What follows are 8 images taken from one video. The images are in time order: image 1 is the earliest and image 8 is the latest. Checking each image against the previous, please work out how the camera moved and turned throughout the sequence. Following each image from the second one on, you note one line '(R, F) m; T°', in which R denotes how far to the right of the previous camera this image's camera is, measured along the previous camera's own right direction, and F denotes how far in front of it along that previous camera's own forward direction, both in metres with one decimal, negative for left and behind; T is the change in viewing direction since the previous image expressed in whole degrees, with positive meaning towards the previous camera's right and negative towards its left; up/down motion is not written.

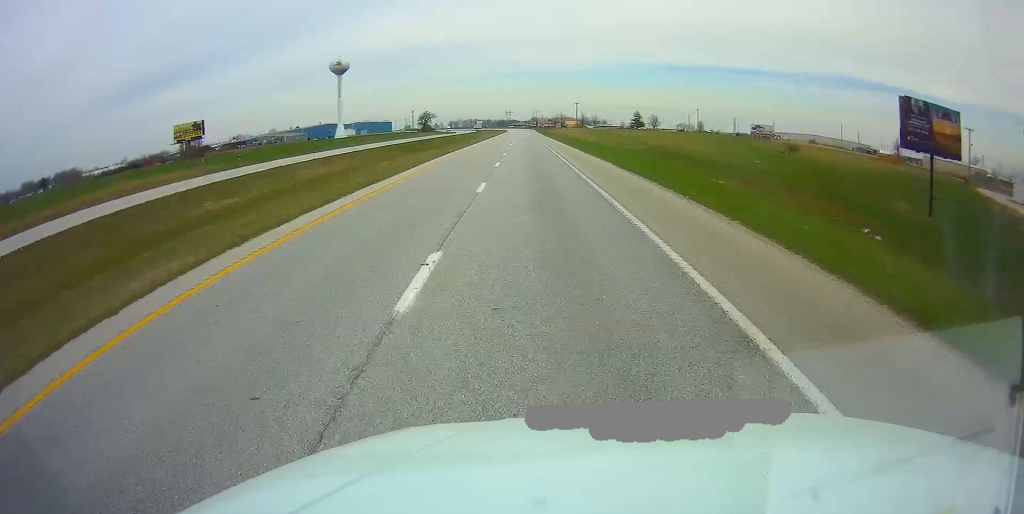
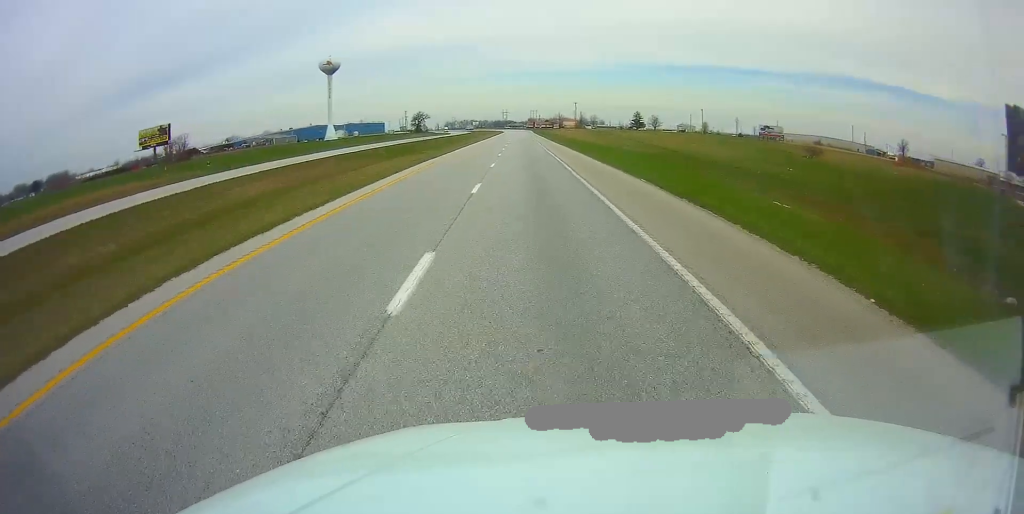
(+0.2, +12.4) m; 0°
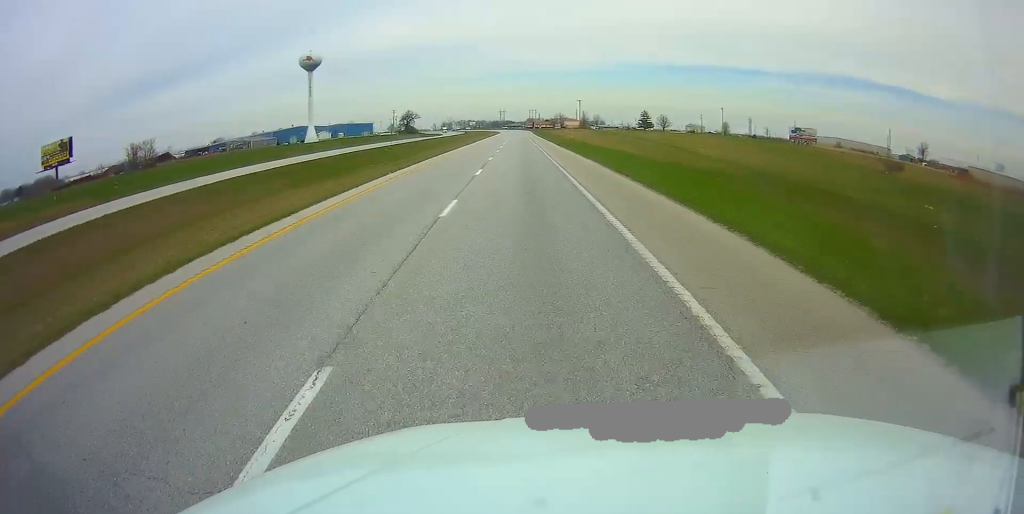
(0.0, +29.8) m; 0°
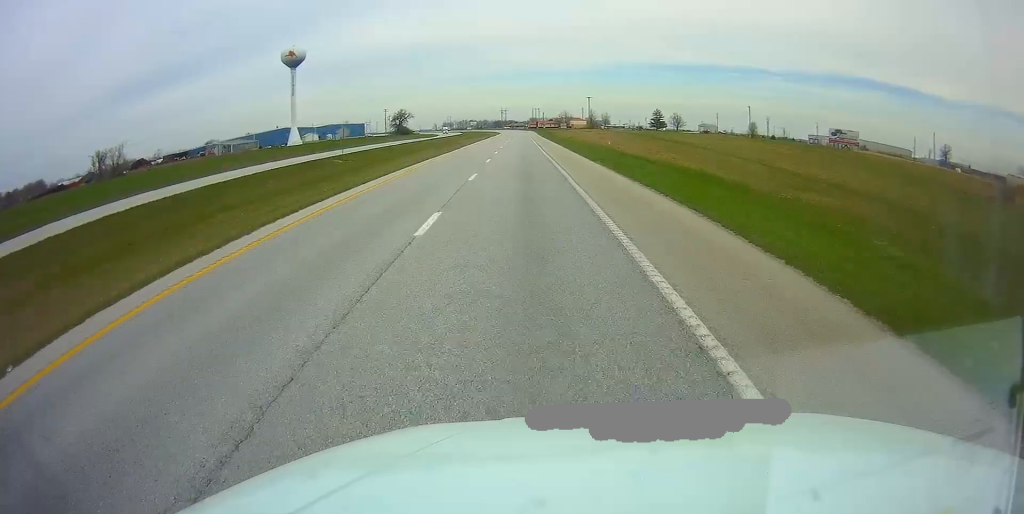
(-0.1, +26.9) m; -2°
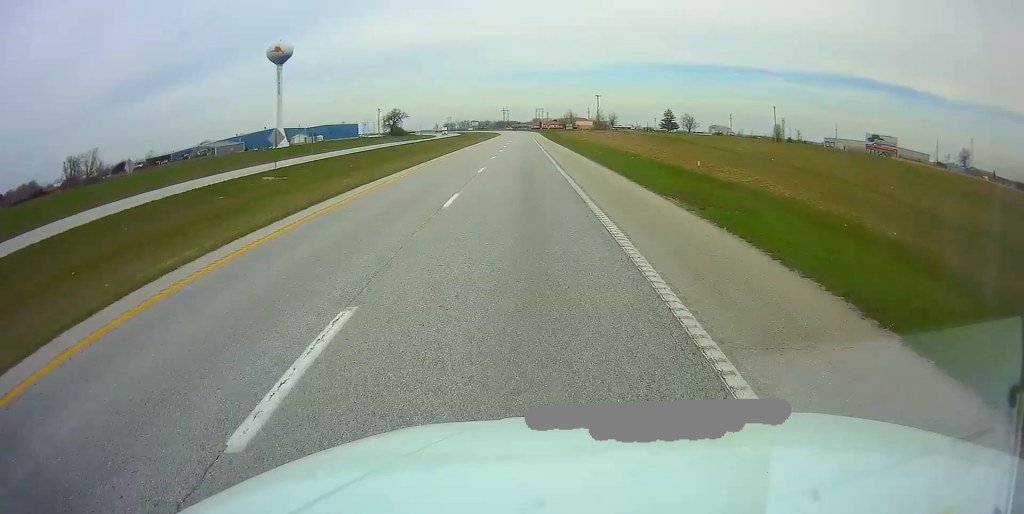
(-0.7, +20.0) m; -1°
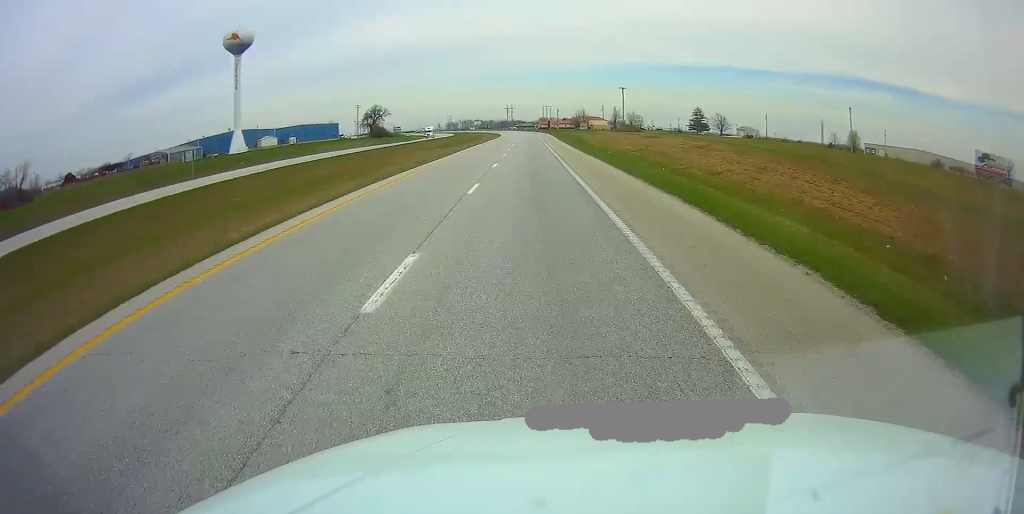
(+0.7, +45.9) m; +1°
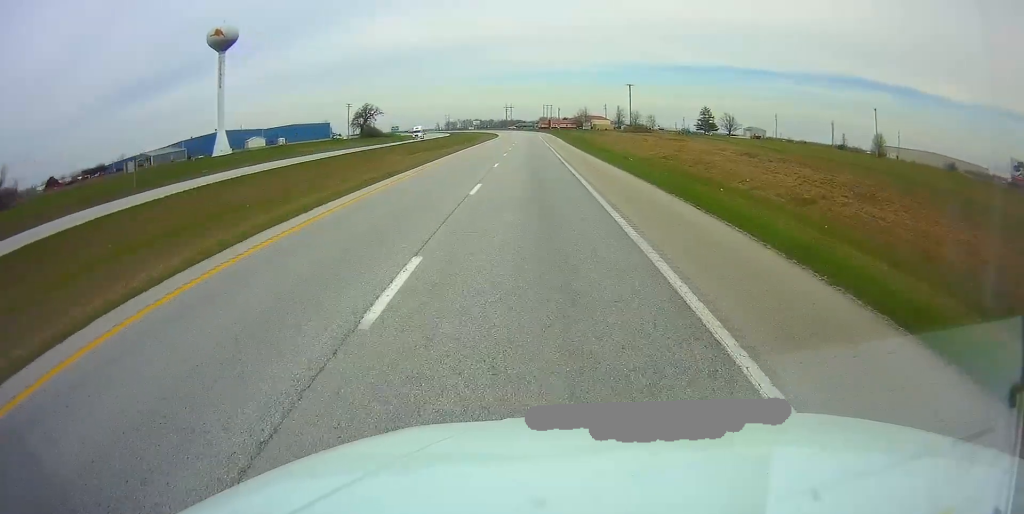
(0.0, +12.4) m; 0°
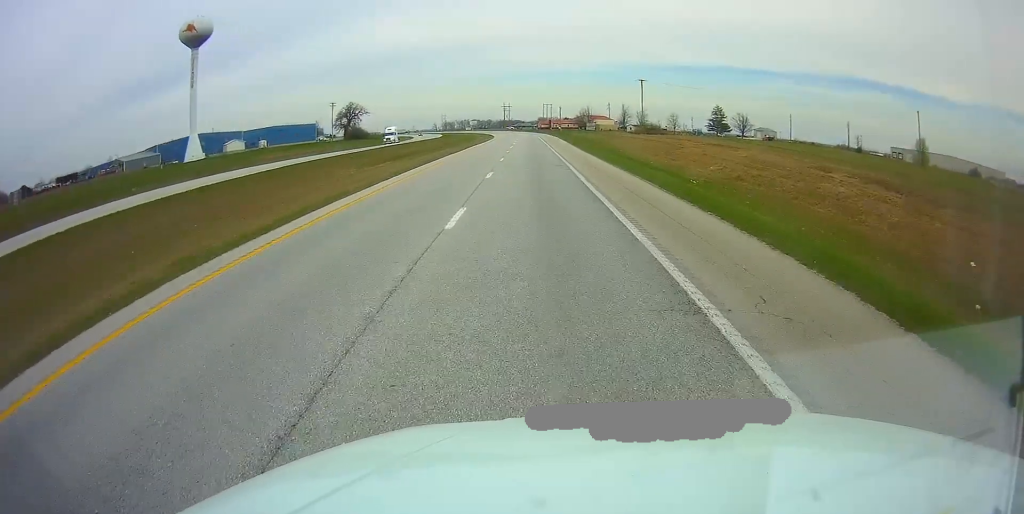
(0.0, +18.3) m; 0°
